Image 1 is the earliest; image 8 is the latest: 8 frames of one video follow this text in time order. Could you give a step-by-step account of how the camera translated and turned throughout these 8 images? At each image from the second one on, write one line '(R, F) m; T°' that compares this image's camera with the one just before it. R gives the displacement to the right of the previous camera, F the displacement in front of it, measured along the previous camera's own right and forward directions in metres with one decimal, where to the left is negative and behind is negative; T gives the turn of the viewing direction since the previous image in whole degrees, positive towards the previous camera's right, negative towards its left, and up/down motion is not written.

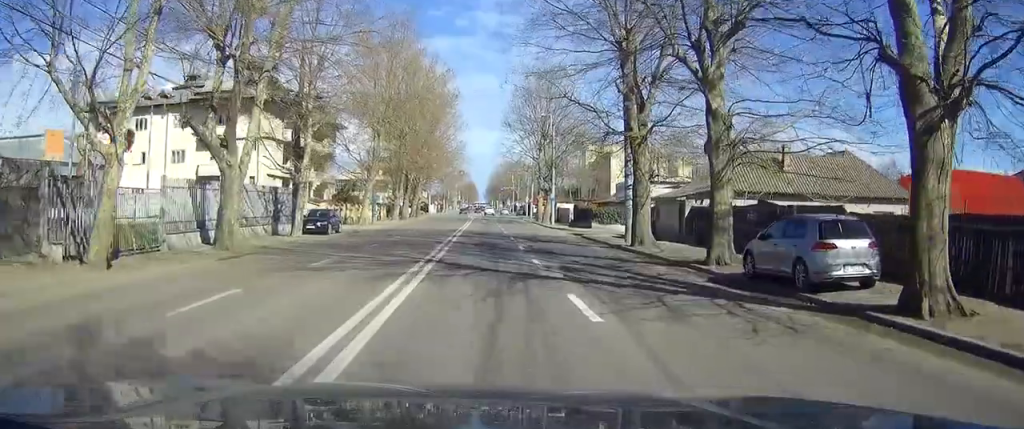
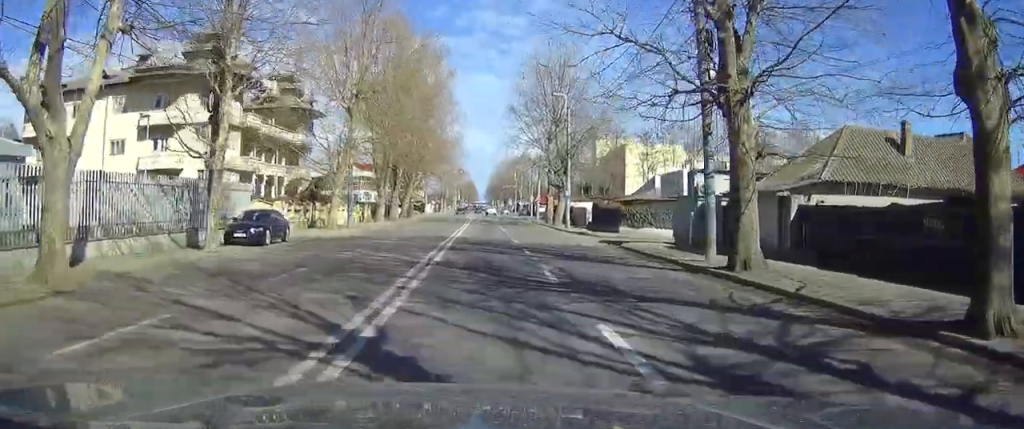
(0.0, +11.8) m; 0°
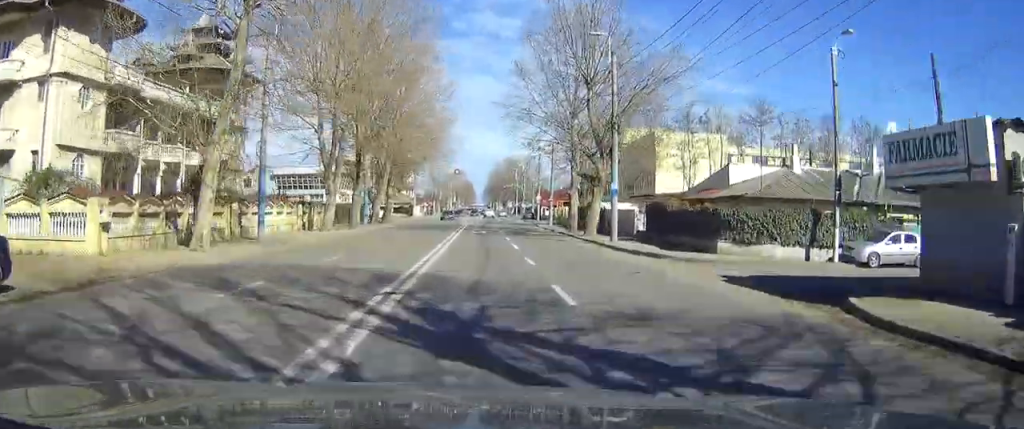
(+0.3, +20.5) m; +1°
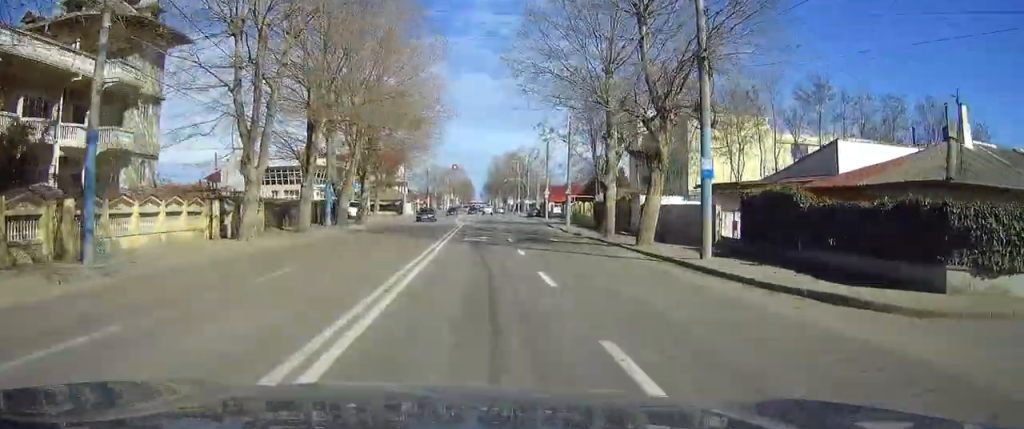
(+0.1, +14.8) m; 0°
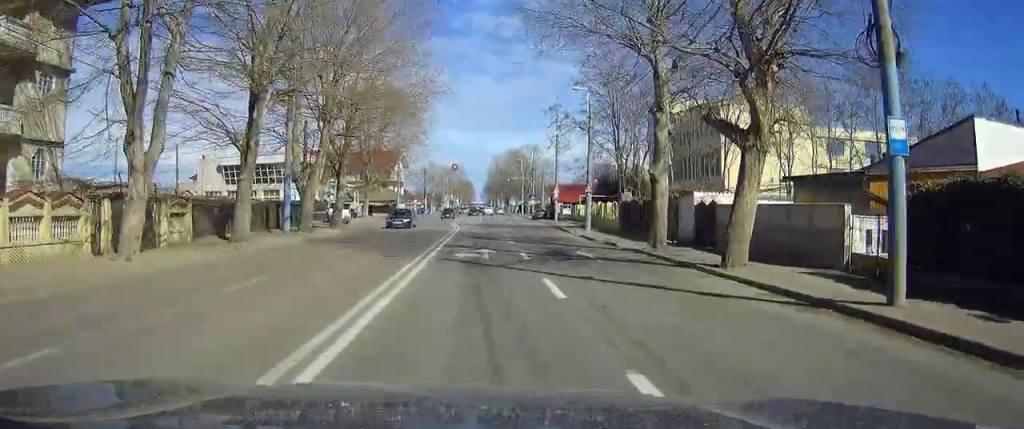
(-0.1, +9.7) m; 0°
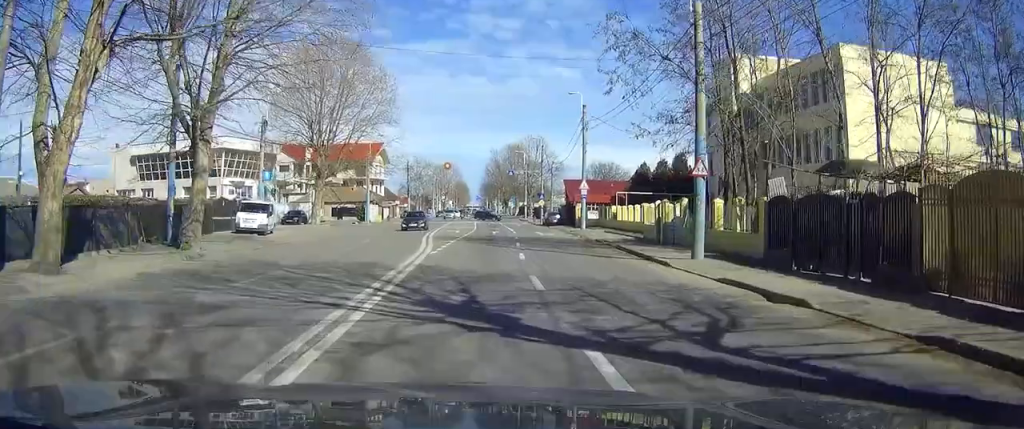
(-0.2, +24.5) m; -1°
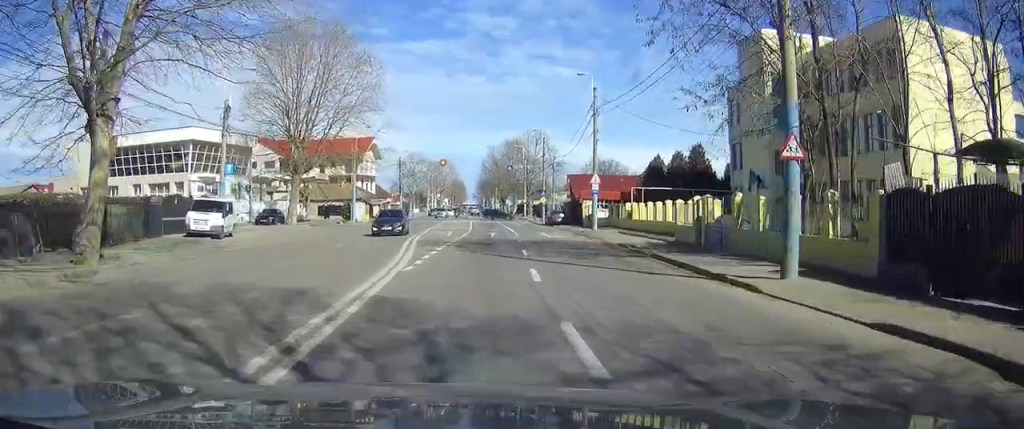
(-0.1, +7.1) m; 0°
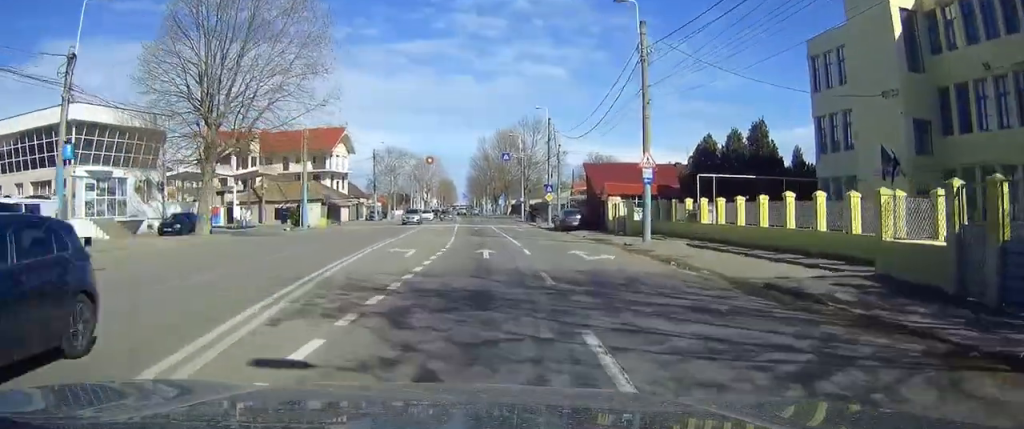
(+0.2, +17.4) m; +1°
